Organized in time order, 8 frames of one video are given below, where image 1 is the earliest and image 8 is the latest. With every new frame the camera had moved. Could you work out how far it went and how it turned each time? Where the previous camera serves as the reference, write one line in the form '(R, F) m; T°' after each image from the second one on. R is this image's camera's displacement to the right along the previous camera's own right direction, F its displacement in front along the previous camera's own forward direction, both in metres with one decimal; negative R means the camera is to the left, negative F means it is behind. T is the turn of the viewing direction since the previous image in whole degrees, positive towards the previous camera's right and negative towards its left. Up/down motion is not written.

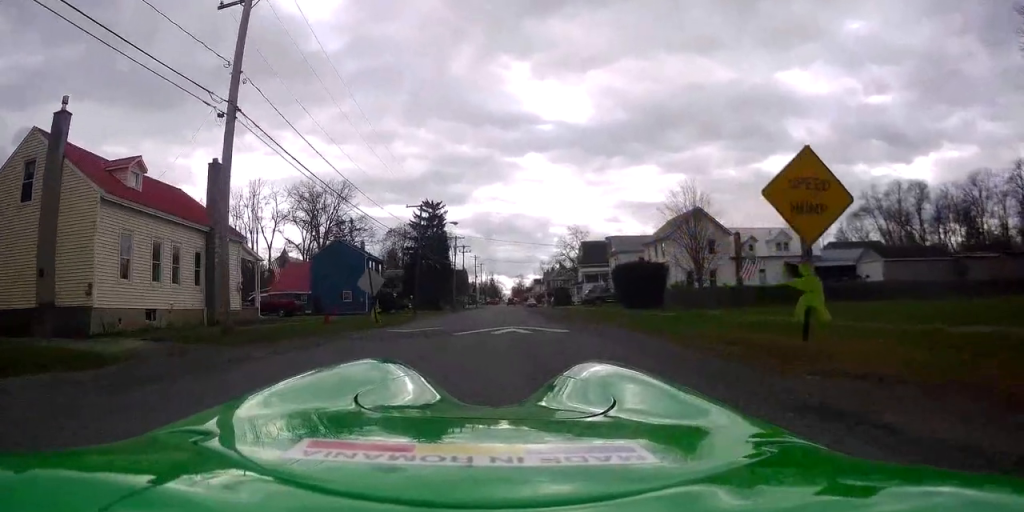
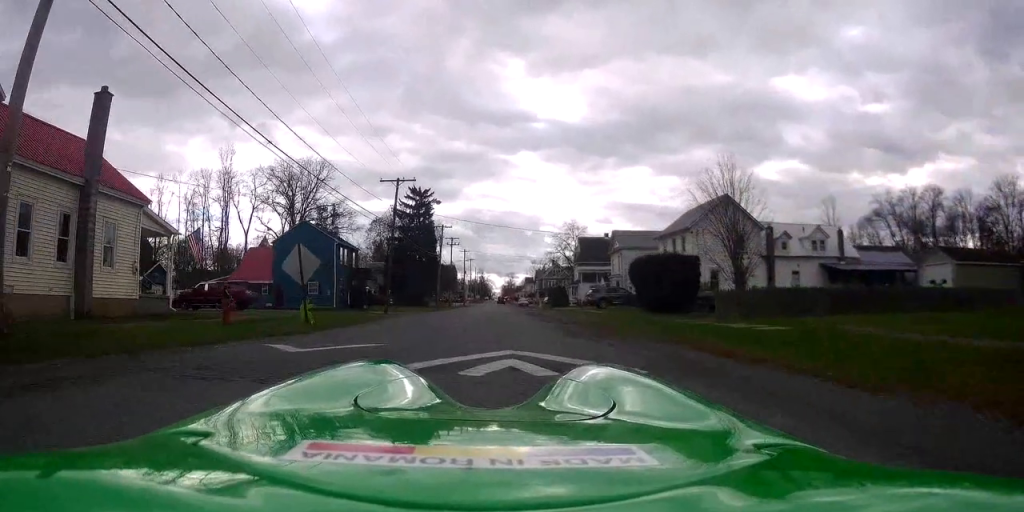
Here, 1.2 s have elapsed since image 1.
(+0.2, +8.2) m; -1°
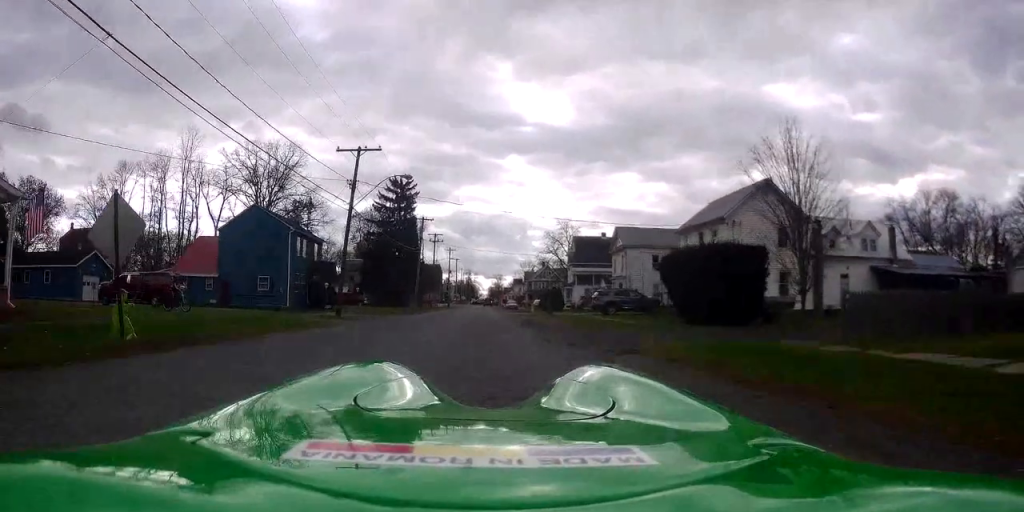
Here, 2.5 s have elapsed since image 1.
(-0.1, +8.8) m; +3°
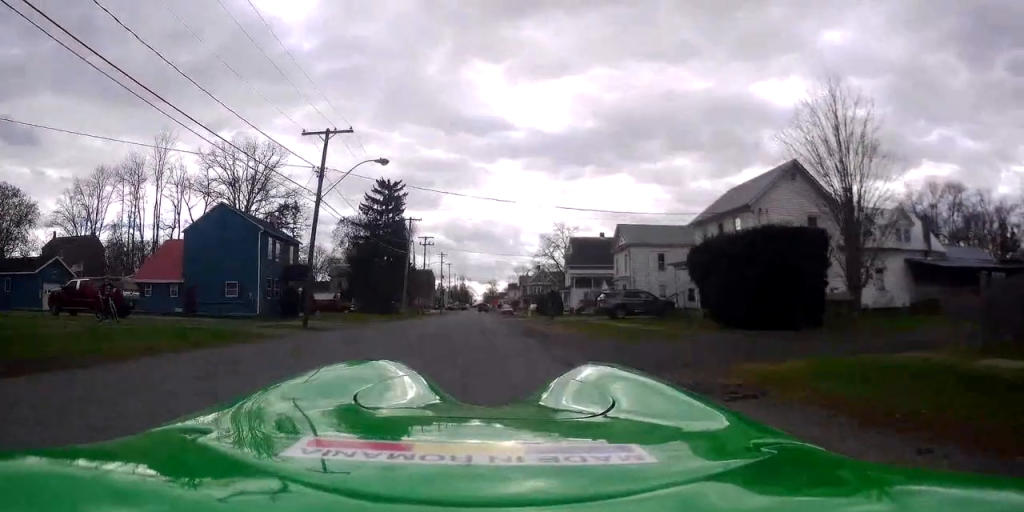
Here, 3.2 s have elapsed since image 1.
(+0.5, +4.7) m; +1°
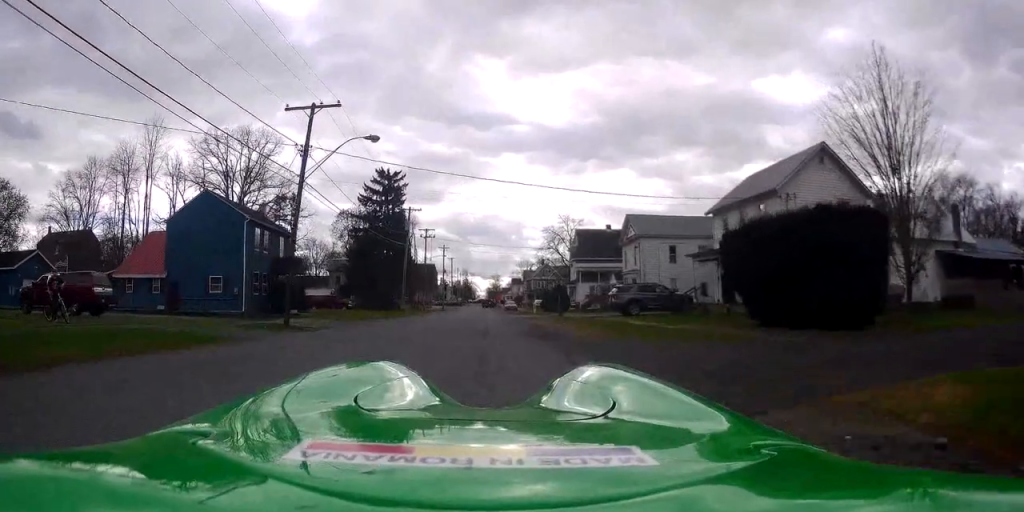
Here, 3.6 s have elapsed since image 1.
(-0.2, +2.7) m; -1°
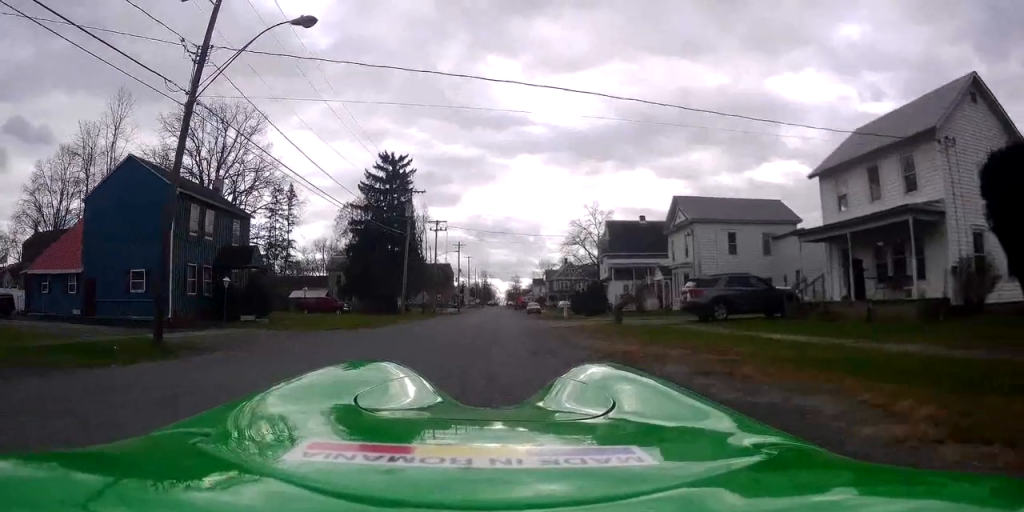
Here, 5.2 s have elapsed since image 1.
(-0.3, +10.6) m; -3°
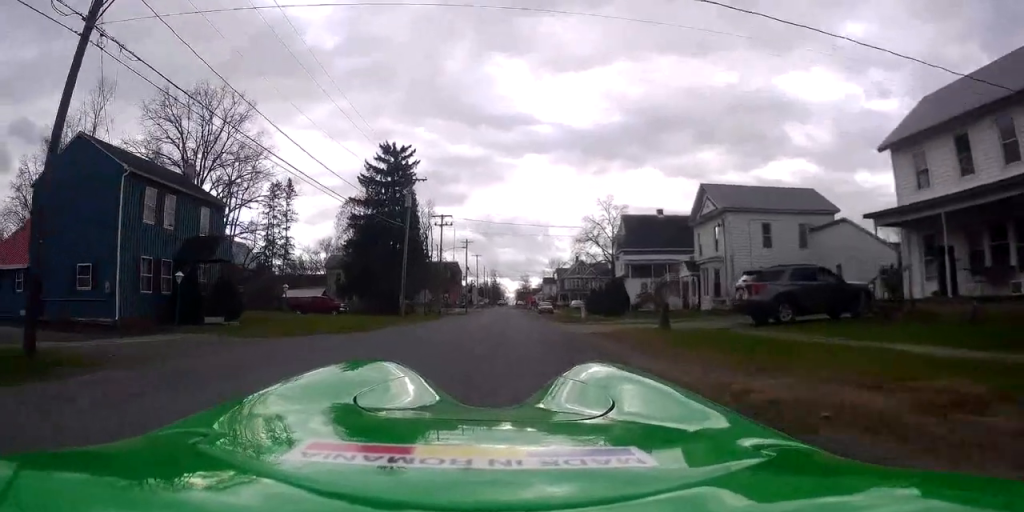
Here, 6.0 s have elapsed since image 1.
(-0.3, +5.0) m; +1°
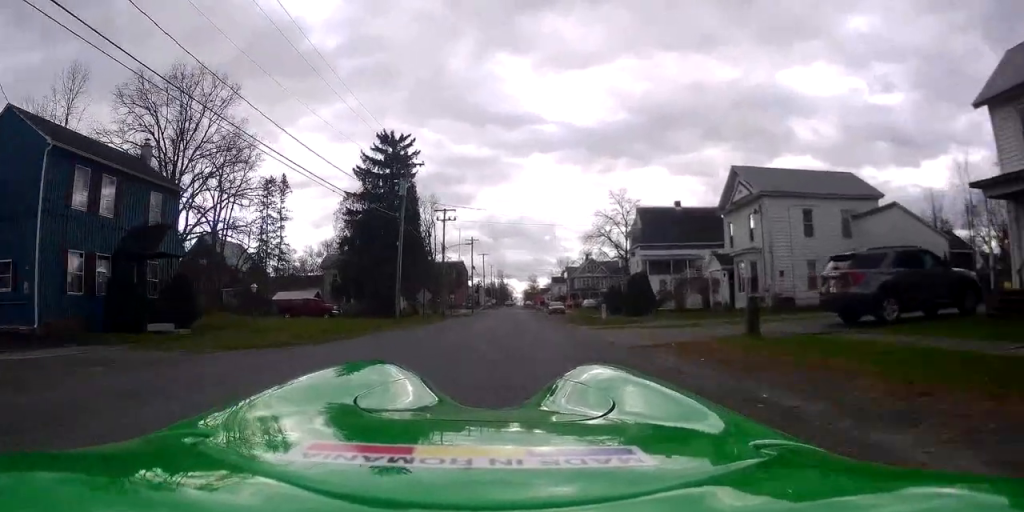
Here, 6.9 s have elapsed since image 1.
(+0.2, +5.1) m; +1°
